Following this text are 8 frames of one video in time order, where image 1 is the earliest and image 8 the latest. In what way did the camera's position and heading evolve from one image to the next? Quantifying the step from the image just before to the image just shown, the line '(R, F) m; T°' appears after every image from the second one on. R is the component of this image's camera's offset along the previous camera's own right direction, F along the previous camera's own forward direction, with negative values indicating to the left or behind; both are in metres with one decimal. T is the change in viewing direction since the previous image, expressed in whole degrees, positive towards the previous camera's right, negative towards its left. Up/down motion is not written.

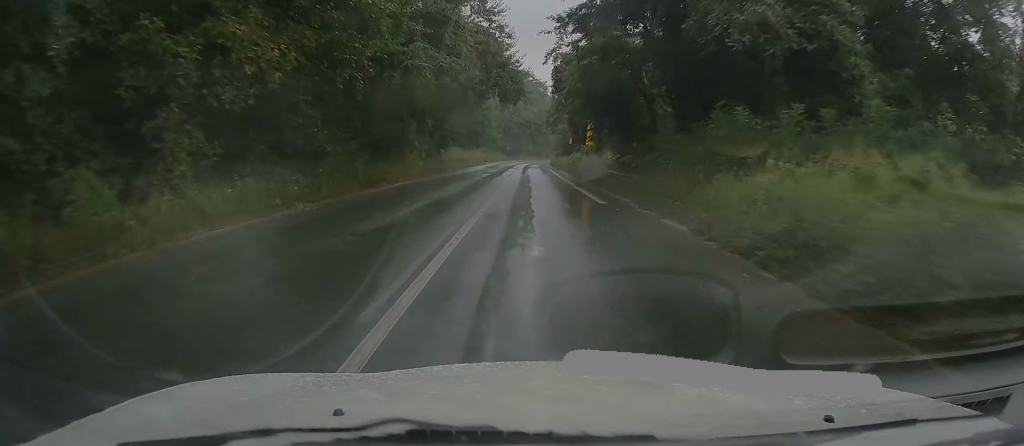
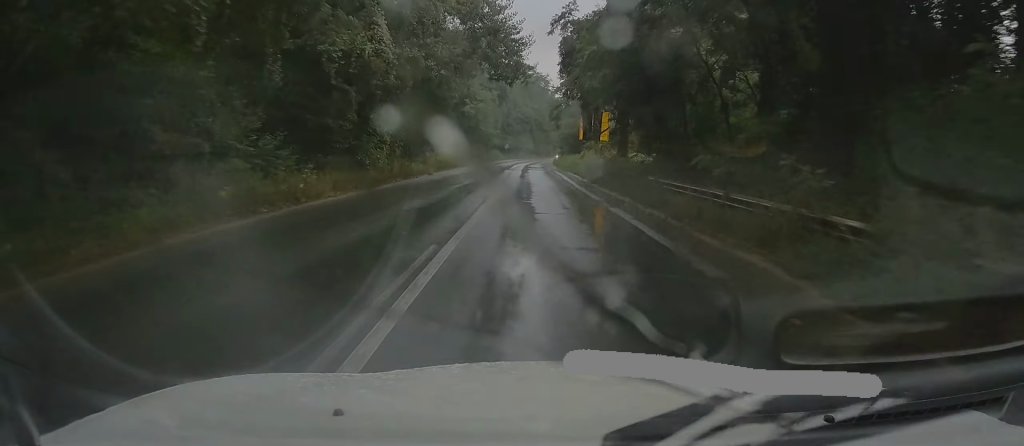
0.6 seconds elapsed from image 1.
(+0.1, +11.0) m; +2°
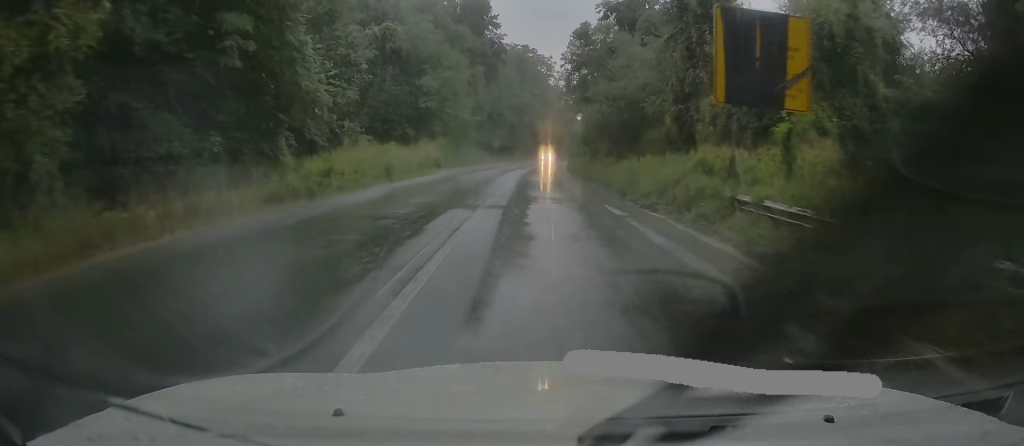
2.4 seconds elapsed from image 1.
(+0.2, +33.2) m; 0°
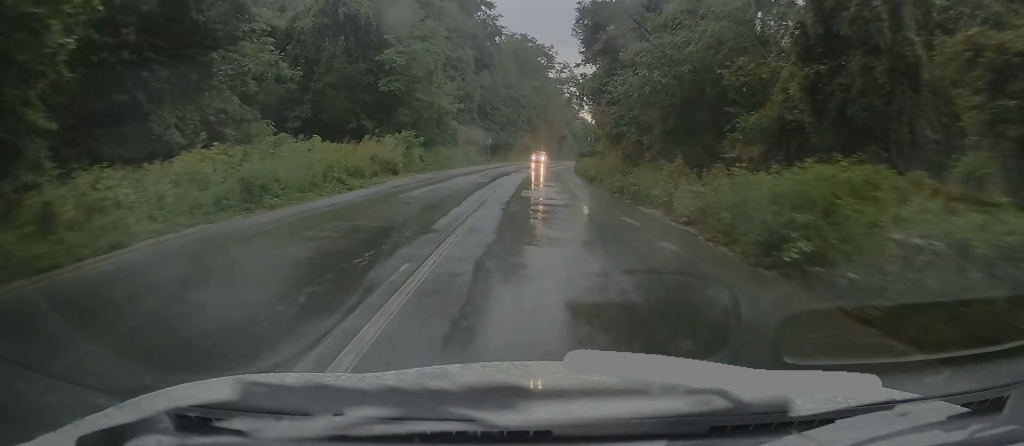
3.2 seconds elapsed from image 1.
(+0.1, +13.3) m; 0°
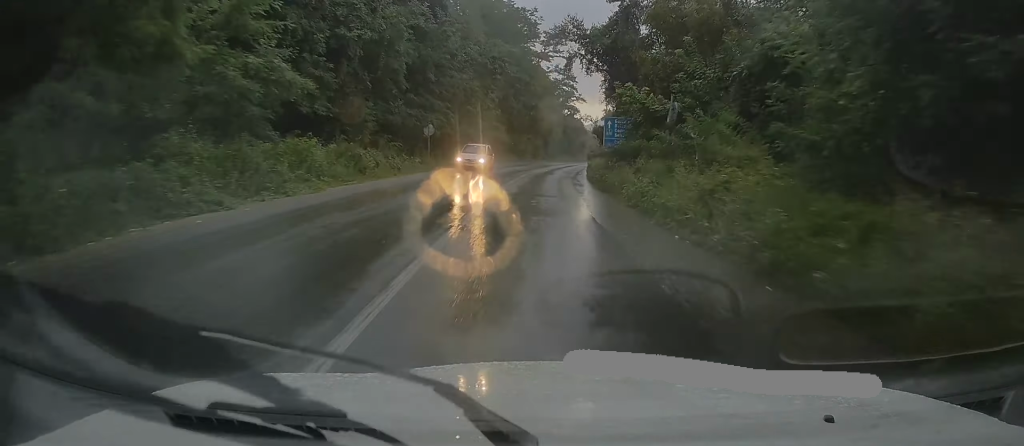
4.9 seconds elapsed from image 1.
(-0.1, +31.5) m; 0°
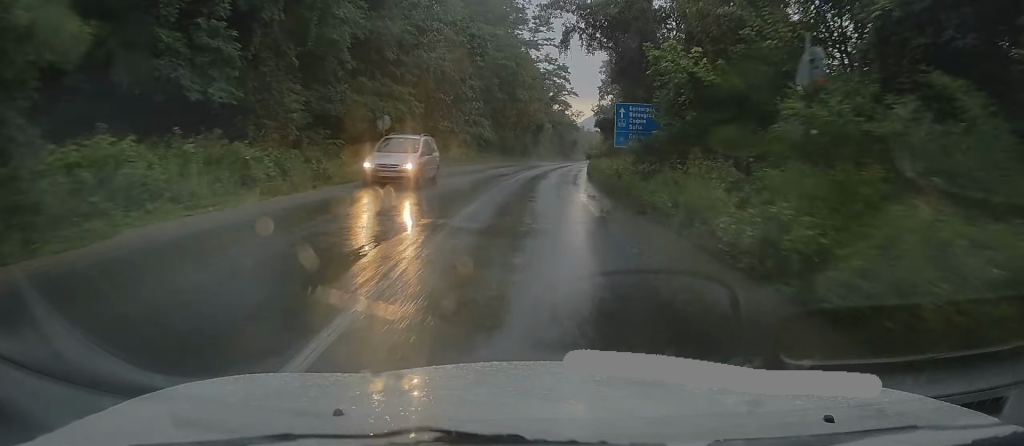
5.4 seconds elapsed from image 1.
(+0.2, +9.6) m; +1°
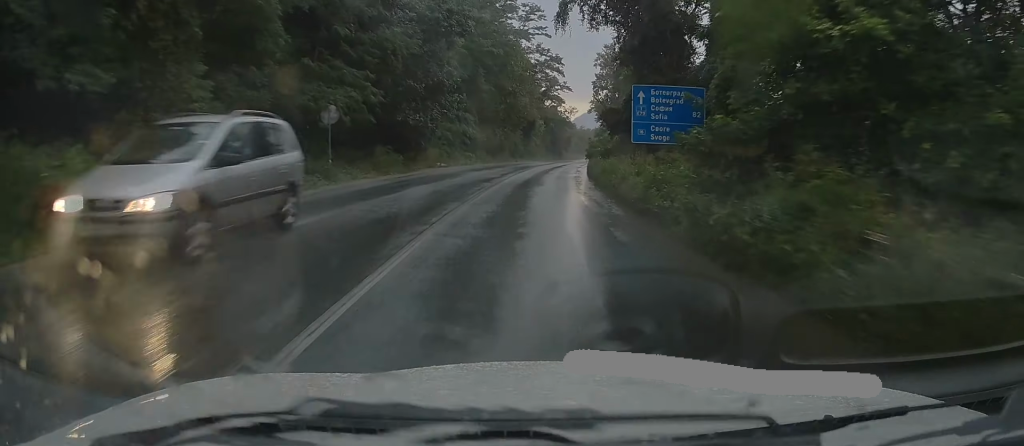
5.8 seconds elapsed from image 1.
(+0.1, +7.2) m; +1°
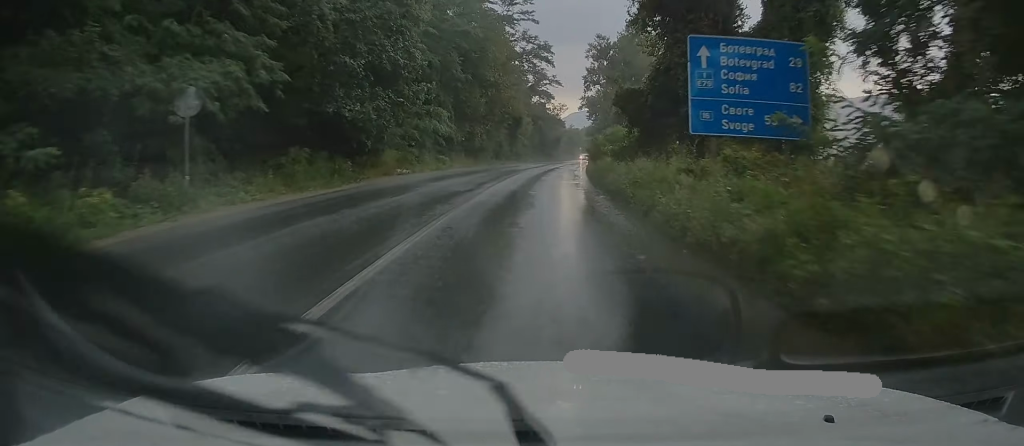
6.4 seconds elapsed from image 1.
(-0.1, +9.5) m; +1°
